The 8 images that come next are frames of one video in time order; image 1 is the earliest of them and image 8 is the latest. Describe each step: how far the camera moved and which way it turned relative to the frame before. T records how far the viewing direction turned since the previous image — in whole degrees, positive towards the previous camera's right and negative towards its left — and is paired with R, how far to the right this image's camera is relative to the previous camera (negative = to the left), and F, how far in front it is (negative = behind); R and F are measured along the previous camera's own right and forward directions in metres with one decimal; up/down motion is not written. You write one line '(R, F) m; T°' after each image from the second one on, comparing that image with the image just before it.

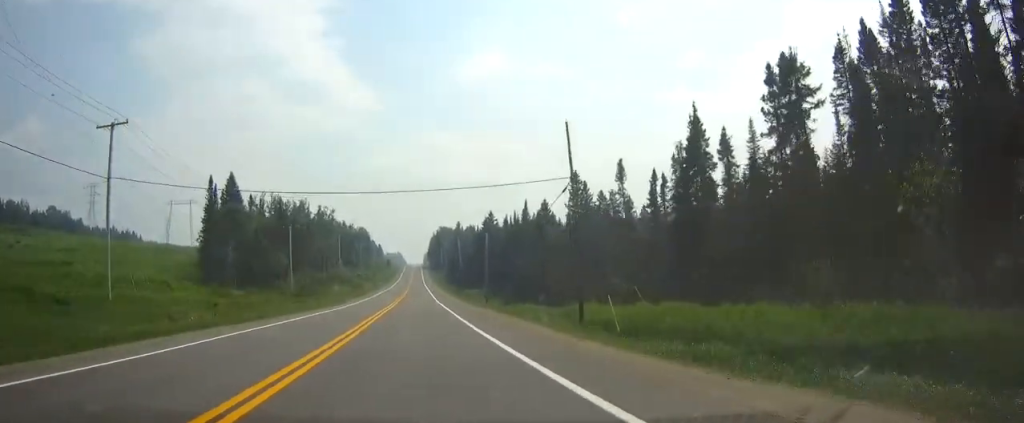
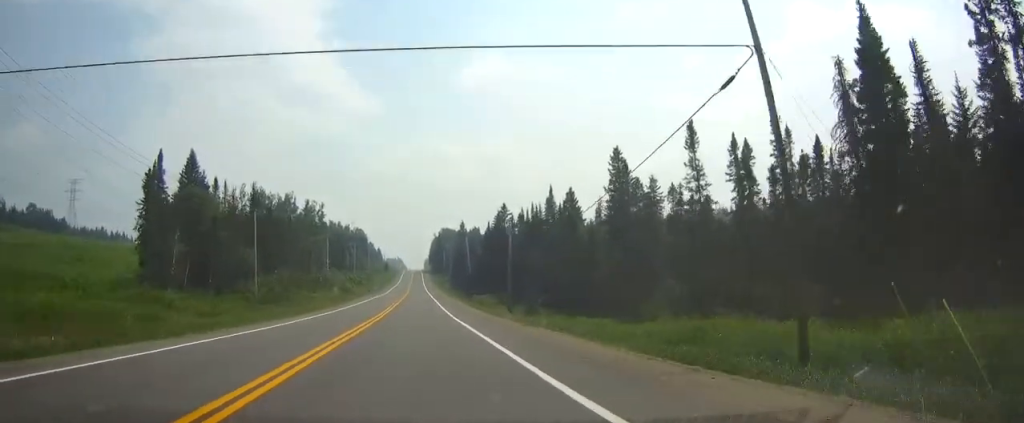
(0.0, +21.9) m; 0°
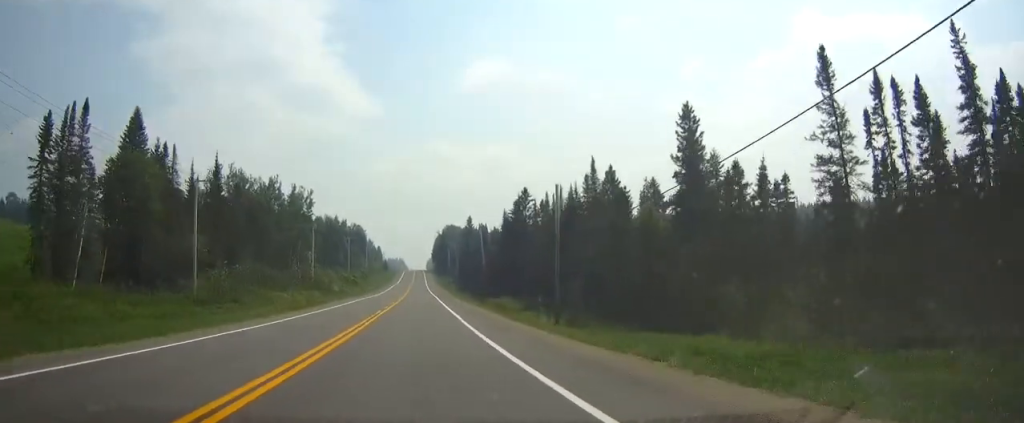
(0.0, +21.9) m; 0°
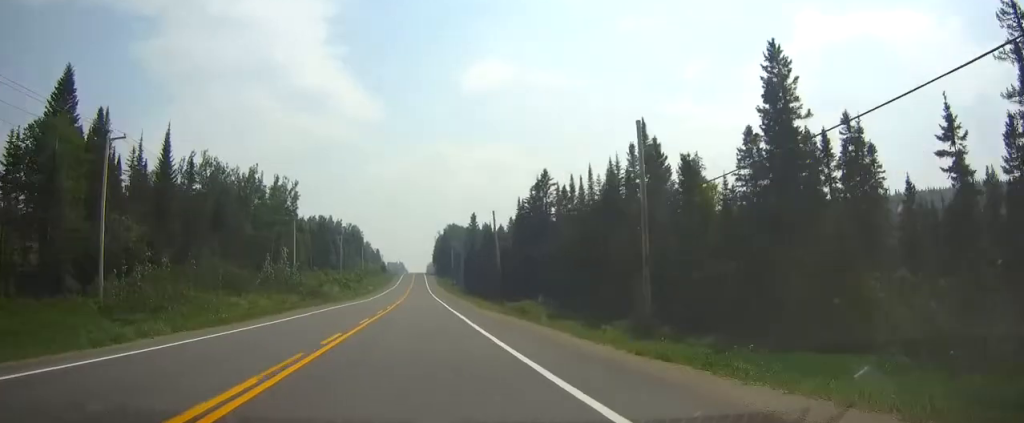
(0.0, +17.5) m; 0°
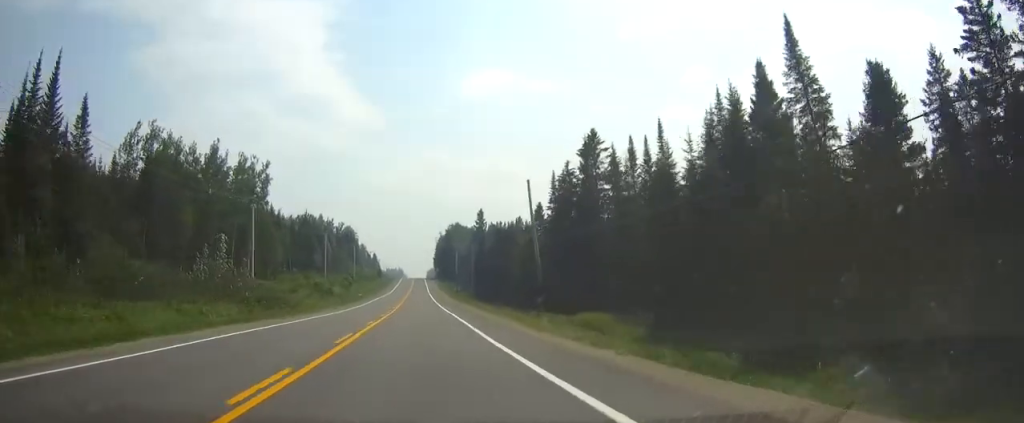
(-0.1, +25.3) m; 0°
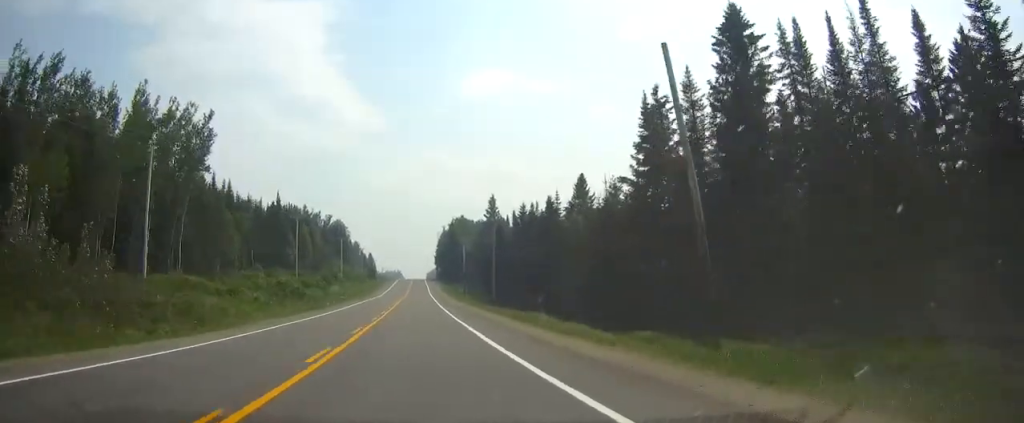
(-0.1, +30.7) m; 0°
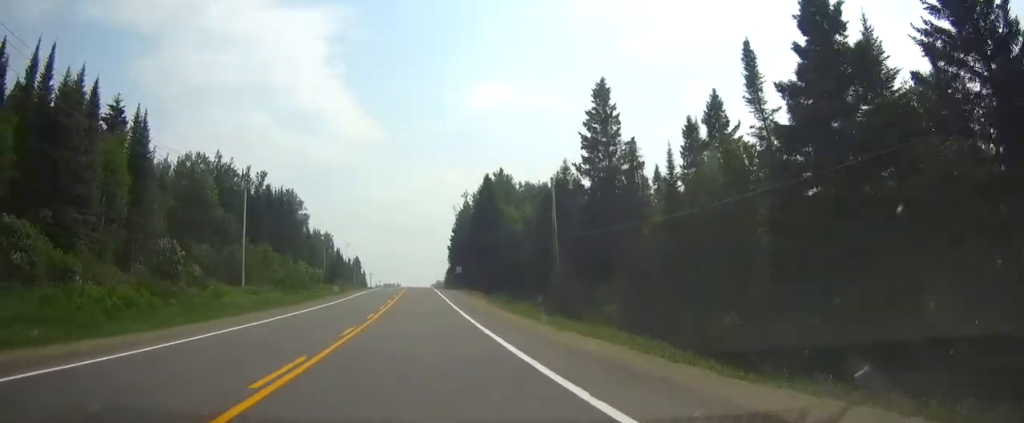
(+0.3, +91.7) m; 0°
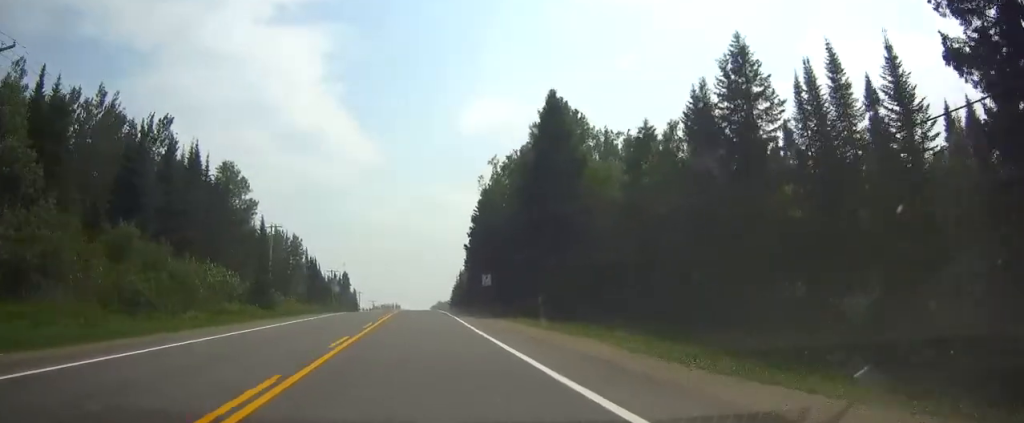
(-0.1, +47.6) m; 0°
